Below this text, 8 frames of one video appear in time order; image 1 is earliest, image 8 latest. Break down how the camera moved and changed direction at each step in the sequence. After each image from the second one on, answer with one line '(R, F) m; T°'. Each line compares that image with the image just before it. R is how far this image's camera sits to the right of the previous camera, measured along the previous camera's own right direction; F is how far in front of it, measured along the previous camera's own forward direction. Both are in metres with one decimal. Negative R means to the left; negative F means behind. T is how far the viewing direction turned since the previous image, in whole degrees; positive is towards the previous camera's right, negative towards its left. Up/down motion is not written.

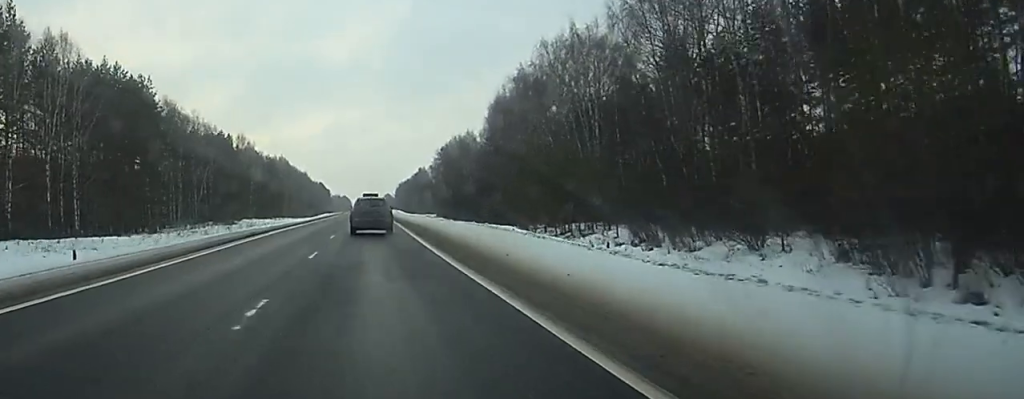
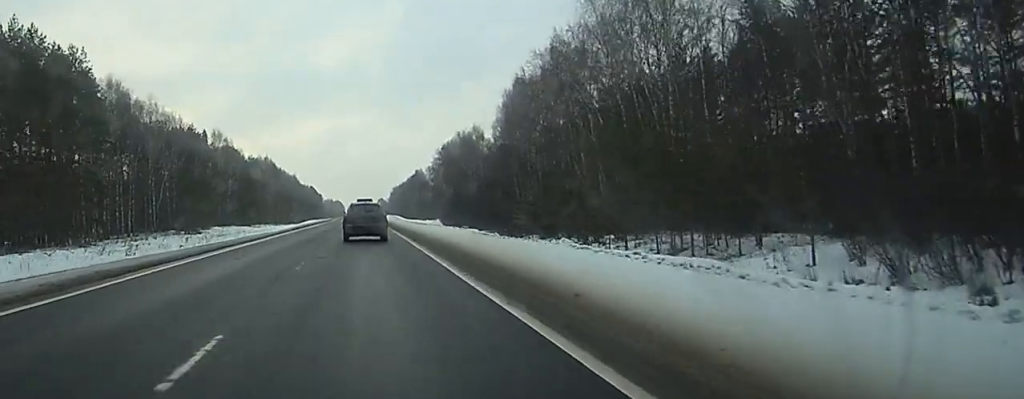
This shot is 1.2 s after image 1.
(-0.6, +26.1) m; -1°
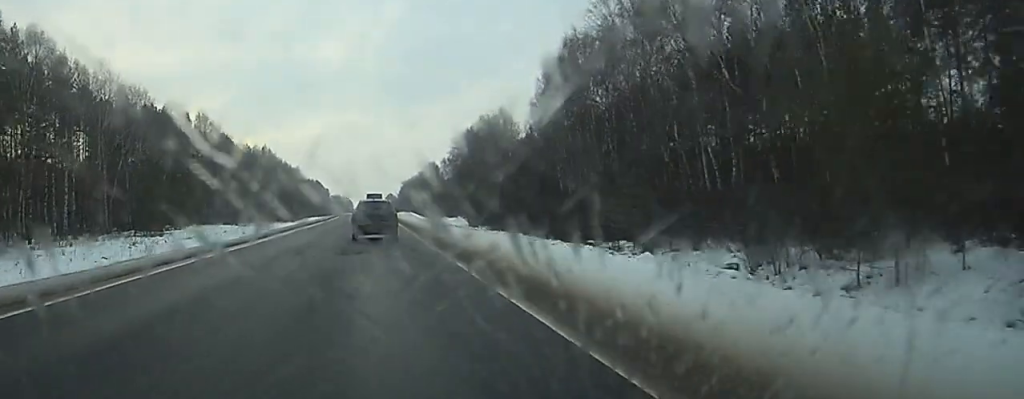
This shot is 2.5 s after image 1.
(0.0, +27.7) m; 0°
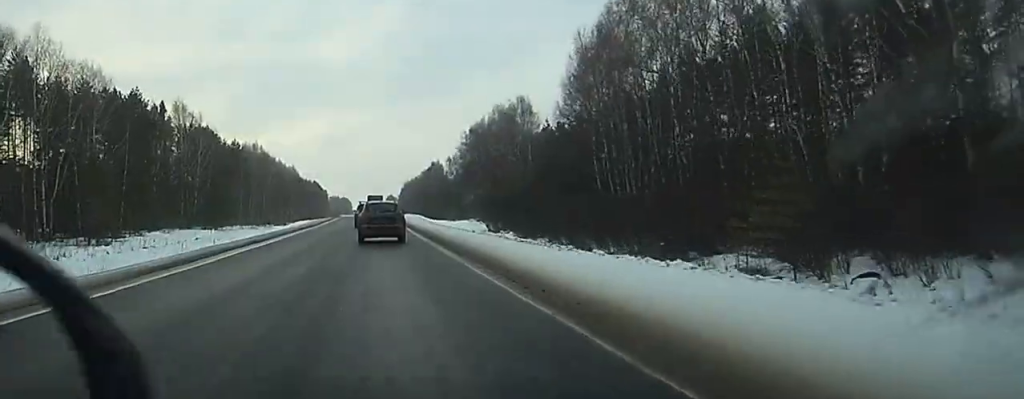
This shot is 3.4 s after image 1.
(0.0, +19.8) m; 0°
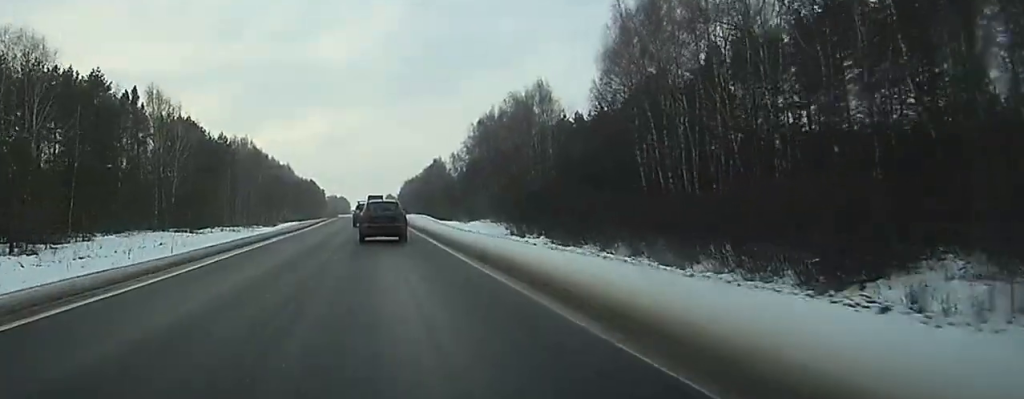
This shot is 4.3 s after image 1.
(0.0, +17.6) m; 0°
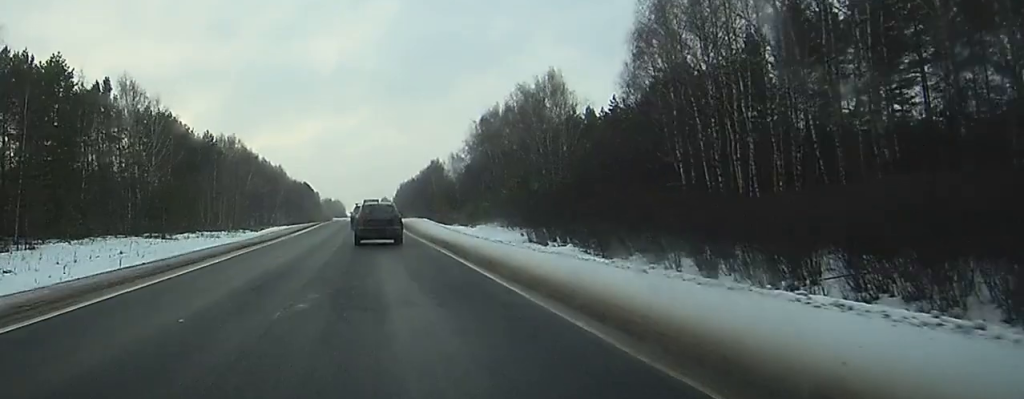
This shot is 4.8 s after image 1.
(0.0, +12.0) m; 0°
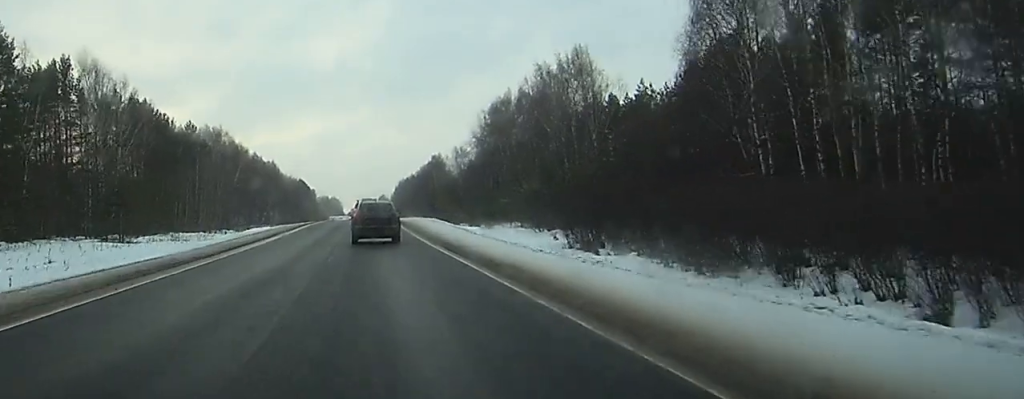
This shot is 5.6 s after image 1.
(0.0, +16.1) m; 0°
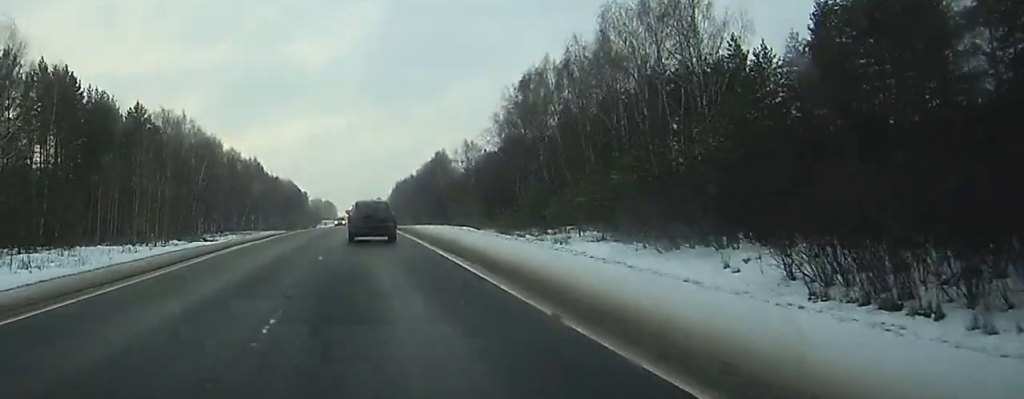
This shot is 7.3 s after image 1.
(0.0, +35.7) m; 0°
